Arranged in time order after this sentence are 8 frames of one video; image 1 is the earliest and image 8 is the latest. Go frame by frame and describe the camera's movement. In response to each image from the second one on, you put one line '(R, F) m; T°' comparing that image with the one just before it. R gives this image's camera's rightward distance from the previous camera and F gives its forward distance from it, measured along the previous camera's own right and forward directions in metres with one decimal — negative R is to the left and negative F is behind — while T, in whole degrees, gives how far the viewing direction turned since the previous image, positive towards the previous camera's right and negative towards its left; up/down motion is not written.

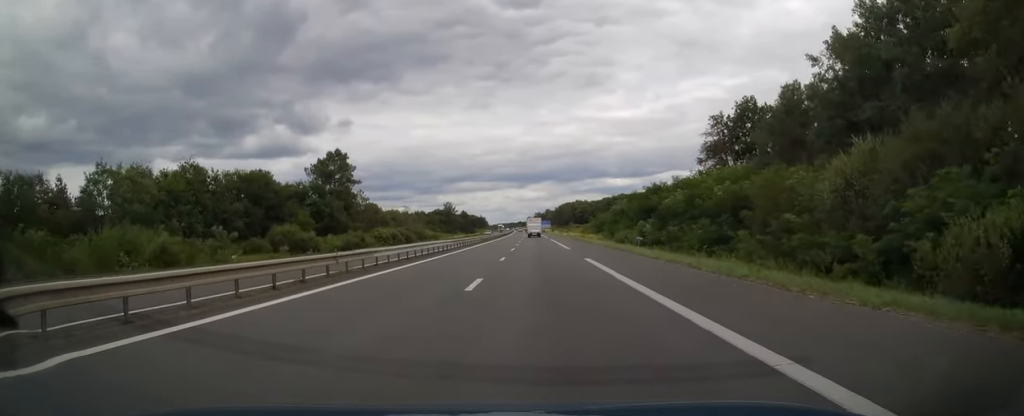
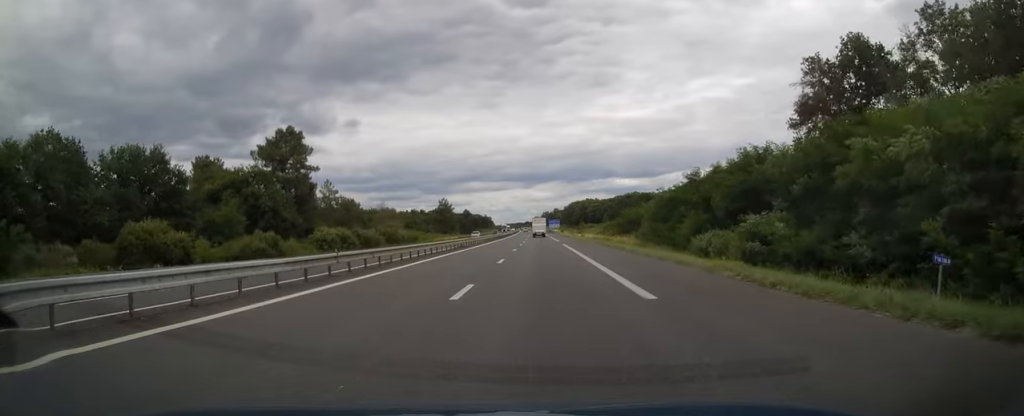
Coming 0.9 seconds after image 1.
(0.0, +27.8) m; 0°
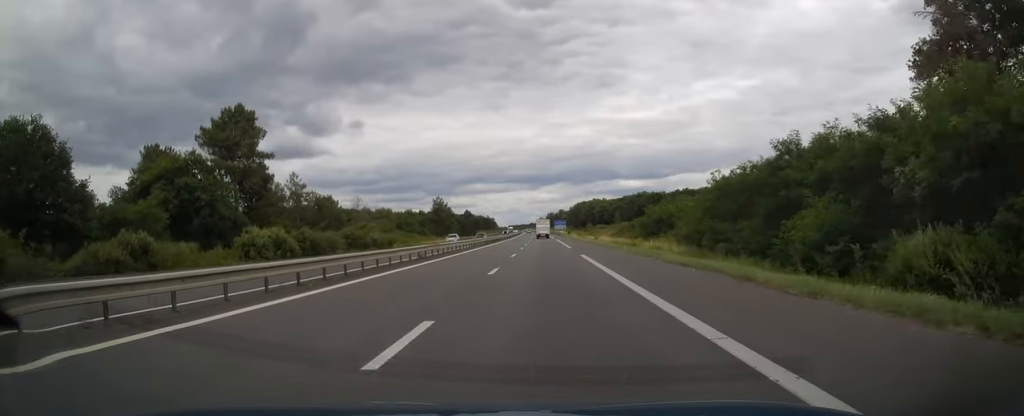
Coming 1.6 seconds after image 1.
(0.0, +18.9) m; 0°
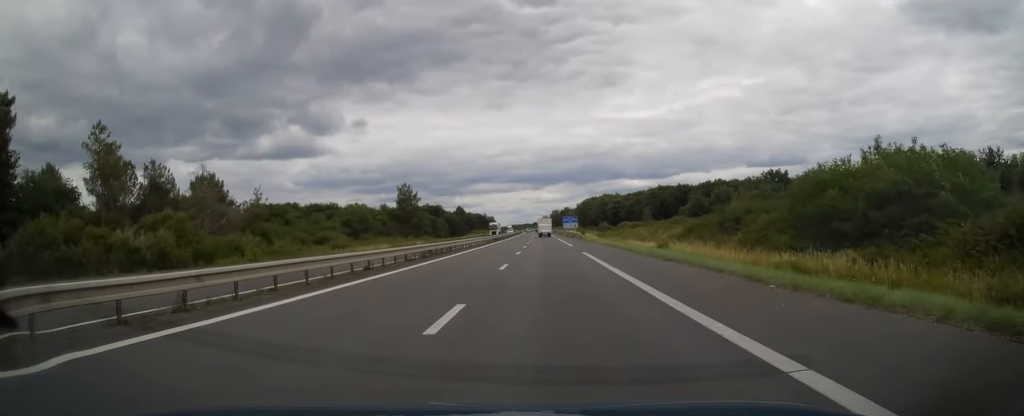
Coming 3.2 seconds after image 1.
(-0.6, +49.9) m; -1°
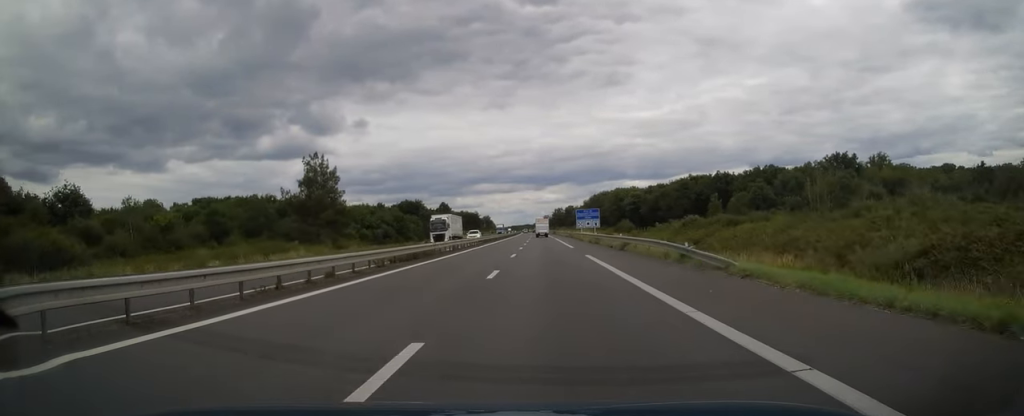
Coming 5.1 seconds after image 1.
(-0.1, +55.8) m; 0°
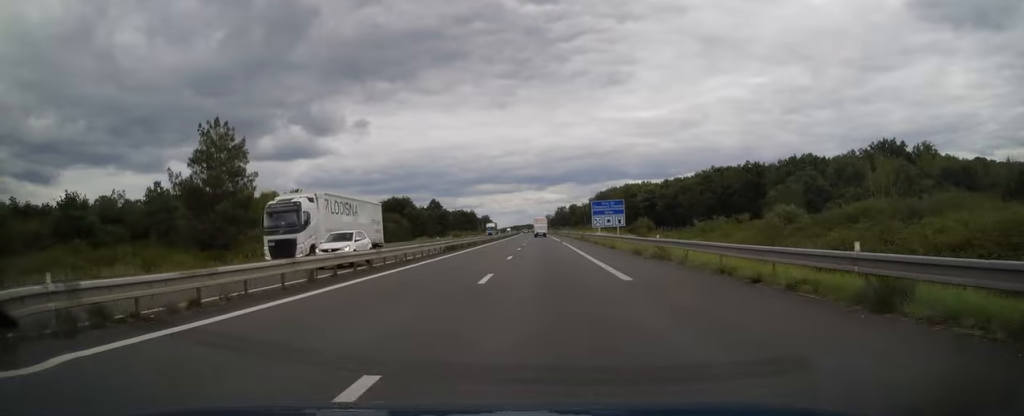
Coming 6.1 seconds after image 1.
(-0.1, +27.6) m; 0°
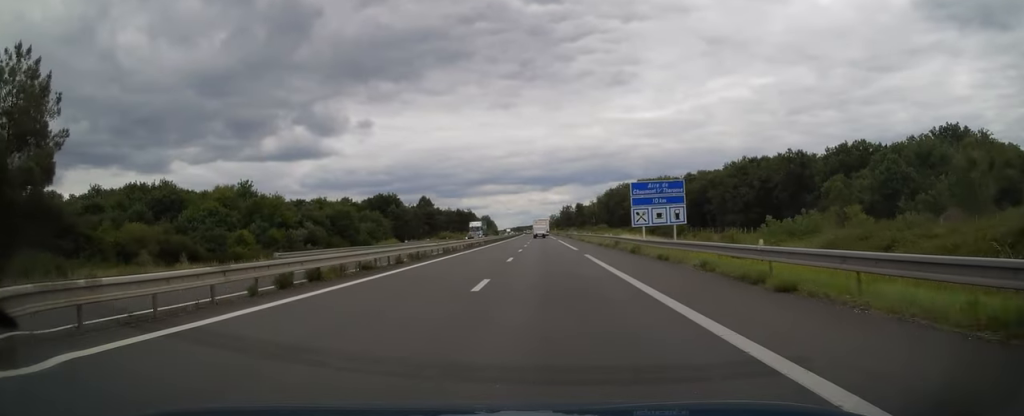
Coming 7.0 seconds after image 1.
(+0.1, +27.6) m; 0°
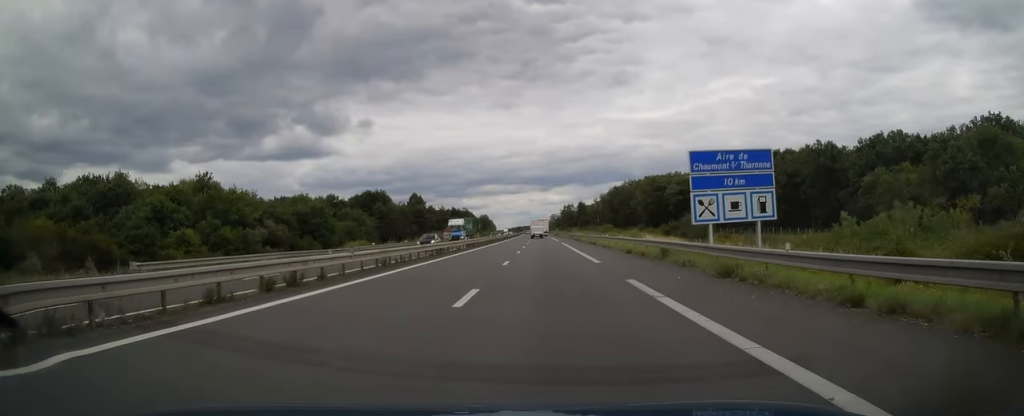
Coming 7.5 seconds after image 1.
(+0.1, +15.8) m; 0°
